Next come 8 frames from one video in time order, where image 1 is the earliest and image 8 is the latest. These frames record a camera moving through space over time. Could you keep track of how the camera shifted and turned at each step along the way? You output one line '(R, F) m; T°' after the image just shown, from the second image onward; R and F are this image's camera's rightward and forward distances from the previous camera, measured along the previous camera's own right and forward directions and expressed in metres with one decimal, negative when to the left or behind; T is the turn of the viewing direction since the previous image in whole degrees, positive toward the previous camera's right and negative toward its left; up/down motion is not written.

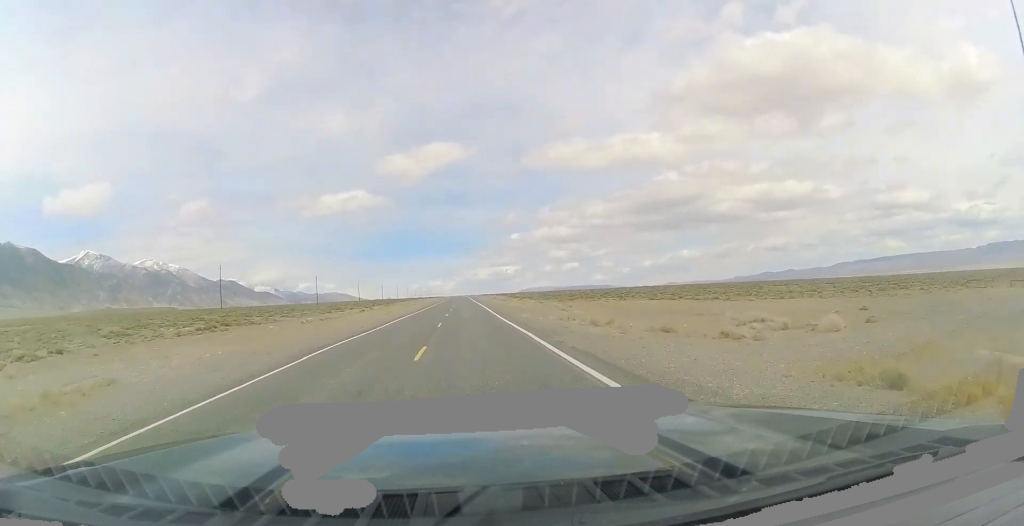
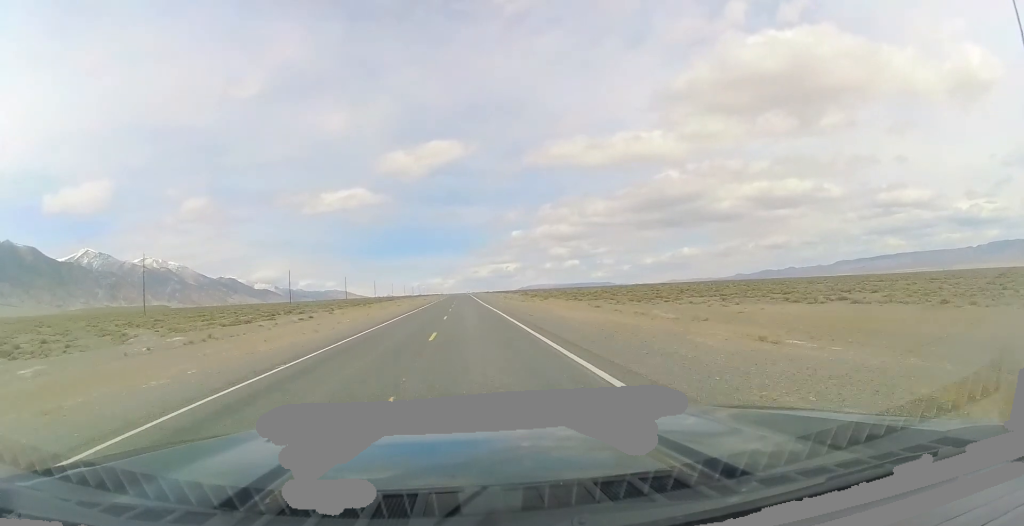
(+0.4, +37.0) m; +1°
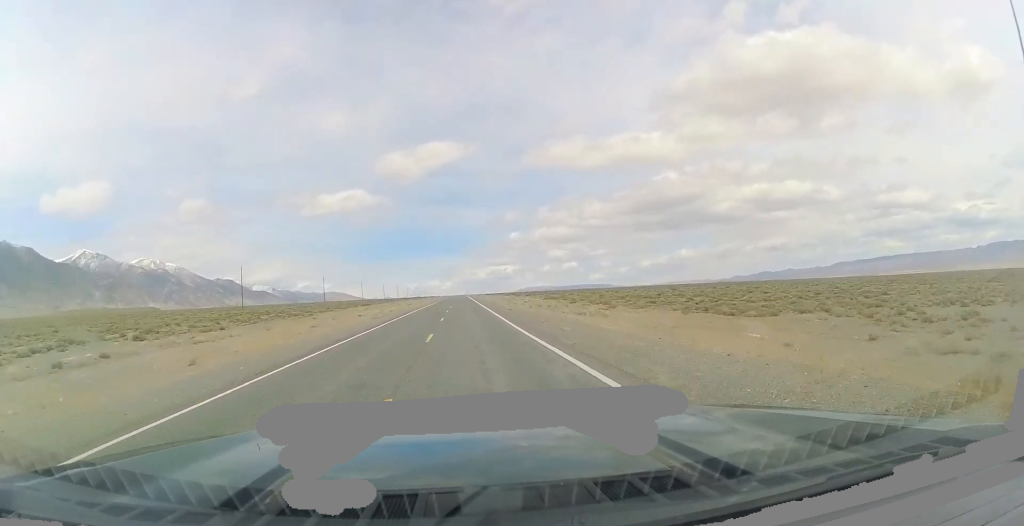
(+0.1, +40.7) m; 0°
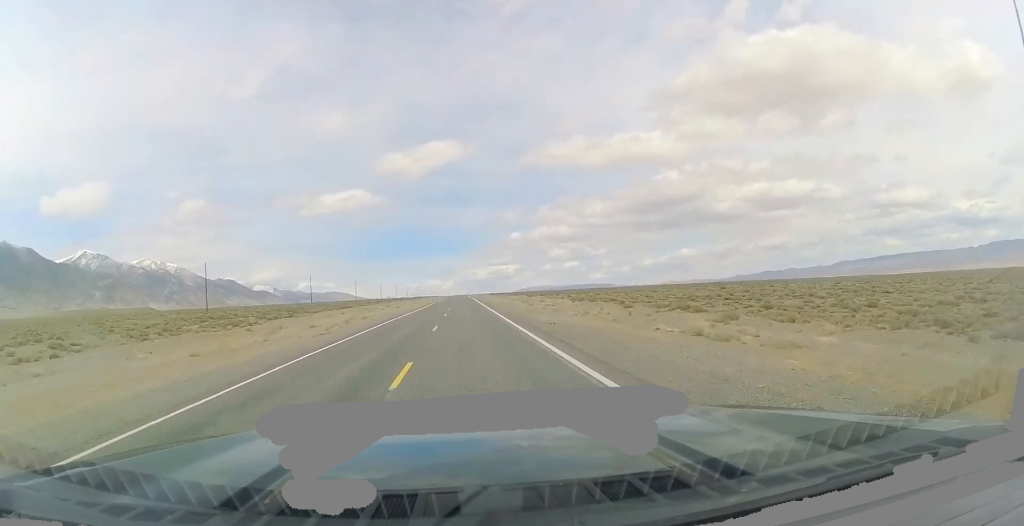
(+0.1, +22.8) m; 0°
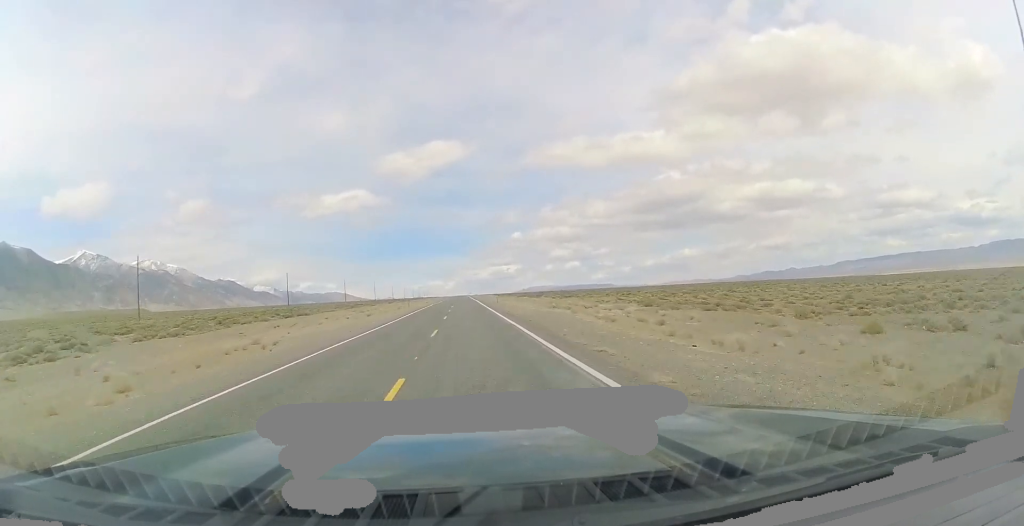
(-0.1, +29.9) m; 0°
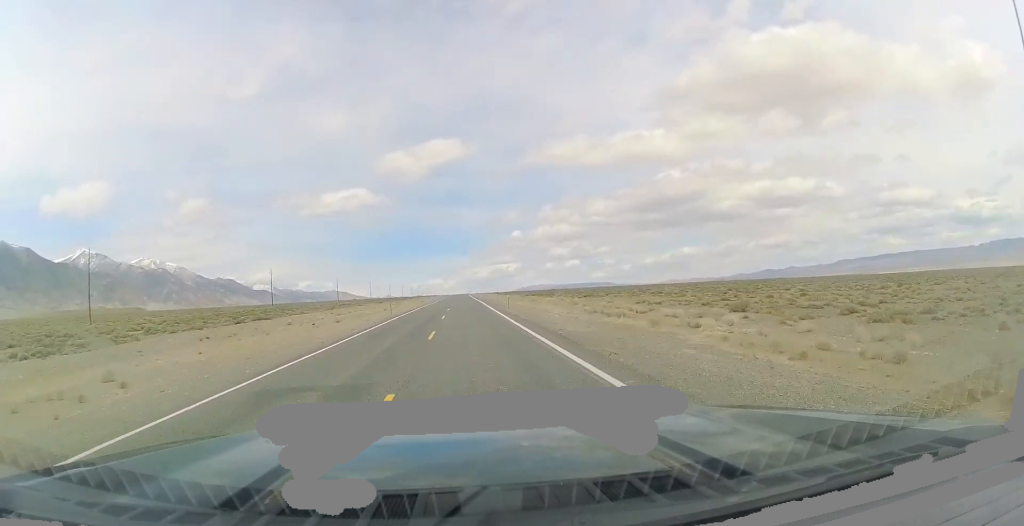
(0.0, +15.5) m; 0°
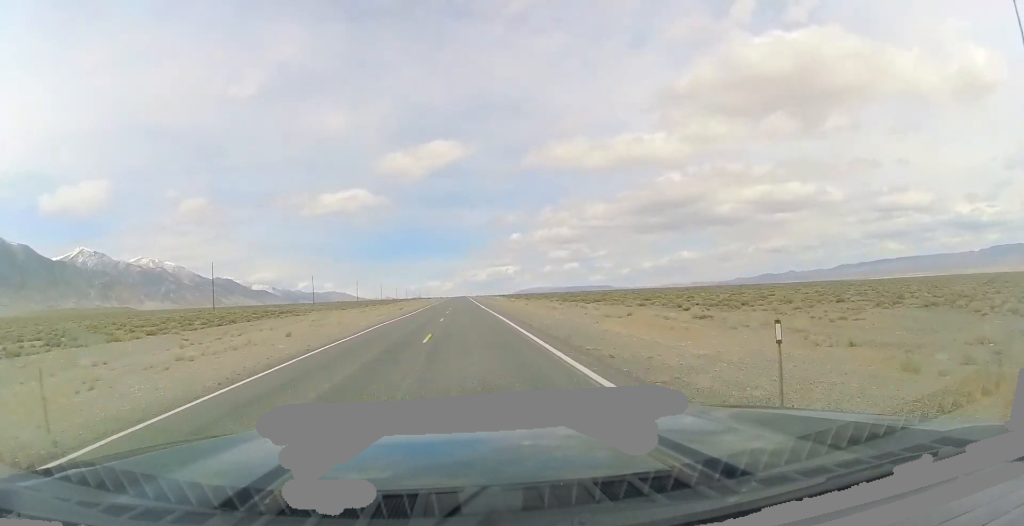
(0.0, +41.8) m; 0°
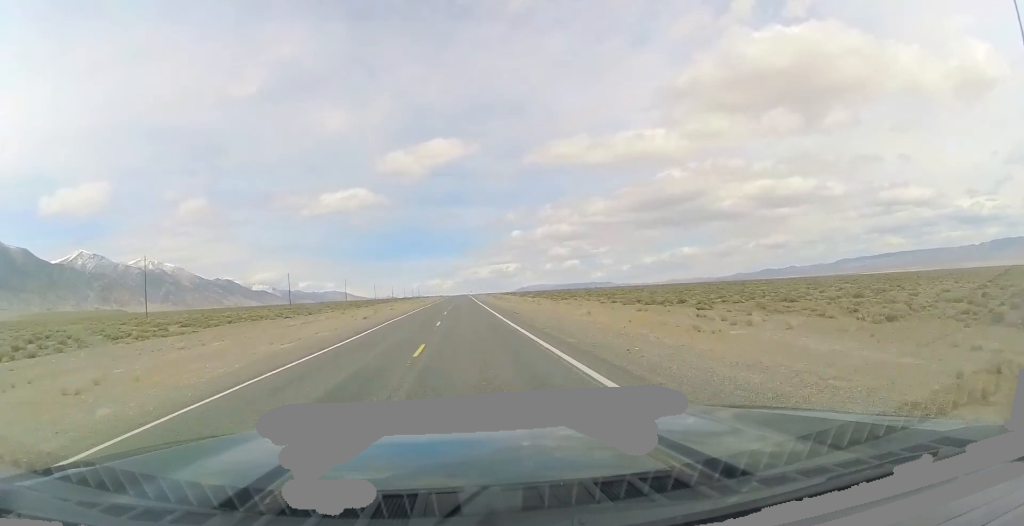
(0.0, +31.0) m; 0°
